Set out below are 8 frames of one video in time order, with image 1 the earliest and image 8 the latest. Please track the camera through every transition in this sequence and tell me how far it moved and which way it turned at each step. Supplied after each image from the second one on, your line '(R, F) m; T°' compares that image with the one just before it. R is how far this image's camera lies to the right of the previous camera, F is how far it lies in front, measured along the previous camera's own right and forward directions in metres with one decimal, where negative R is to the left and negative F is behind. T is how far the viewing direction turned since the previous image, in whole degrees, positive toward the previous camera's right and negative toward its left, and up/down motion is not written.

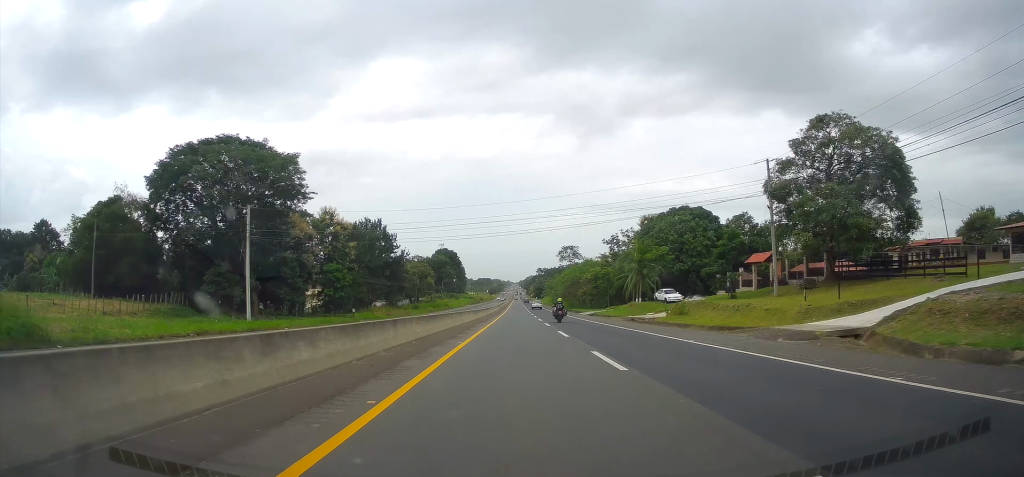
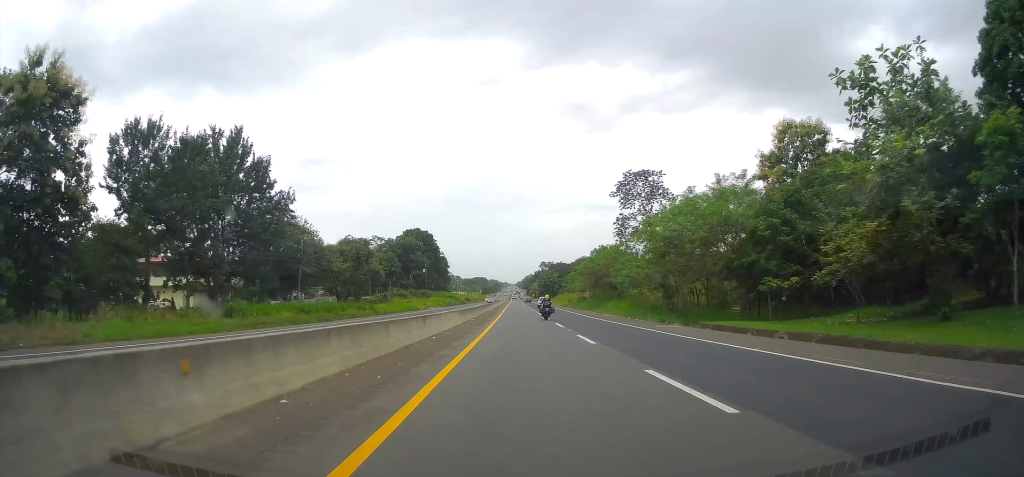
(0.0, +76.1) m; 0°
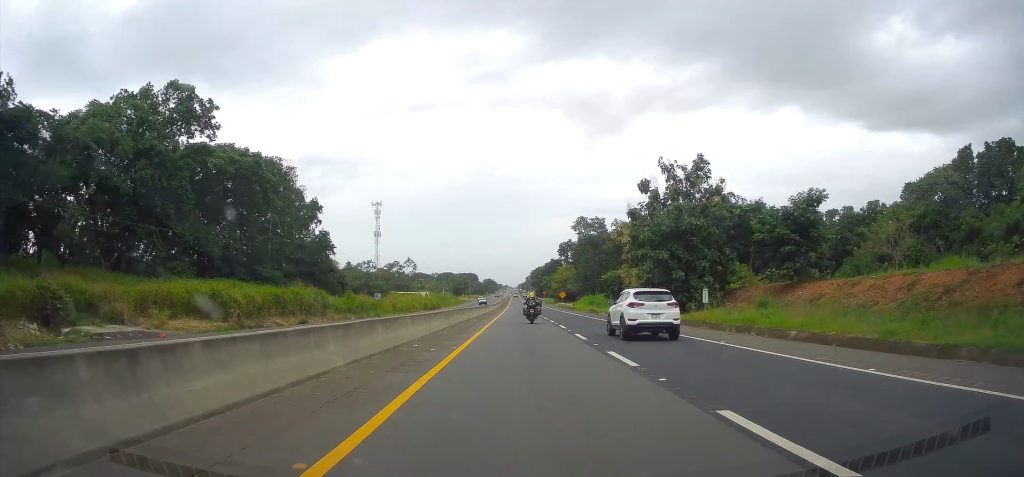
(+1.7, +189.4) m; 0°
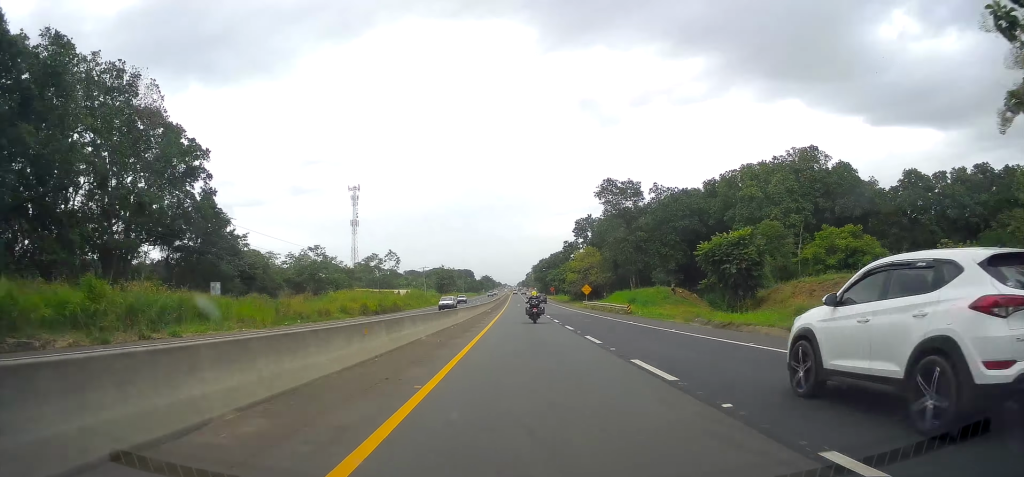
(-0.5, +43.4) m; 0°
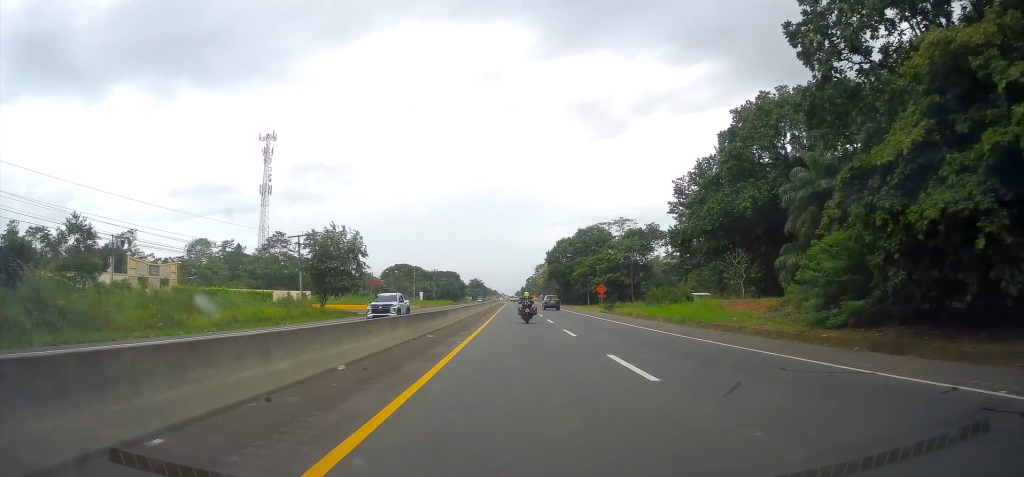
(+0.5, +99.1) m; 0°
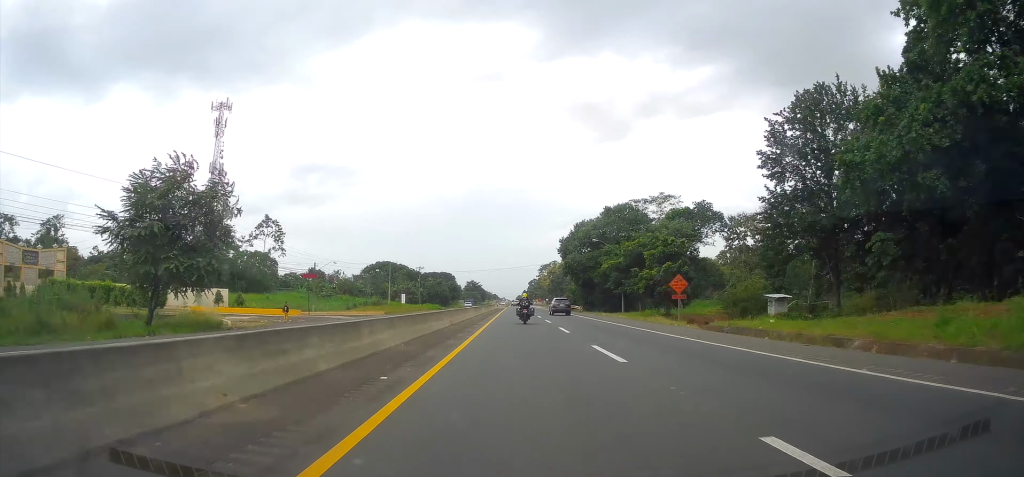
(0.0, +32.6) m; 0°
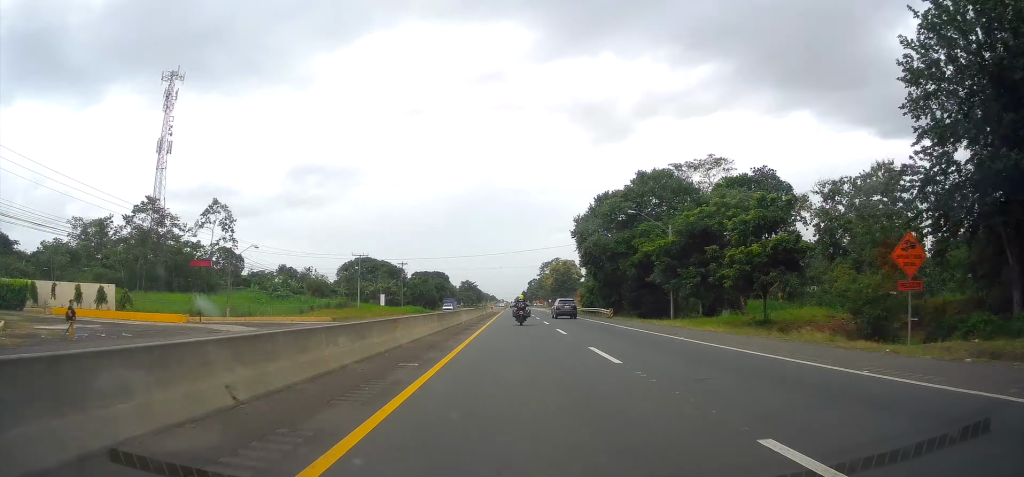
(0.0, +24.2) m; 0°
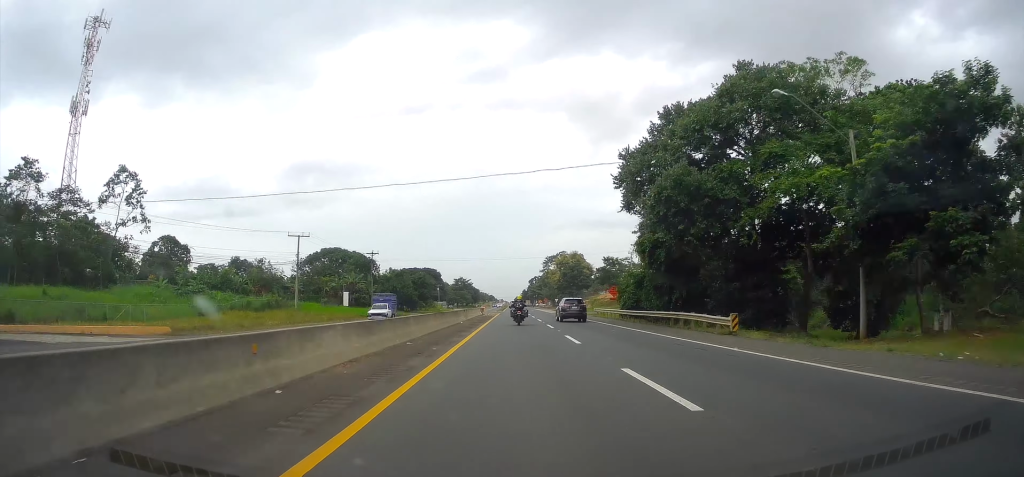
(-0.1, +31.2) m; 0°
